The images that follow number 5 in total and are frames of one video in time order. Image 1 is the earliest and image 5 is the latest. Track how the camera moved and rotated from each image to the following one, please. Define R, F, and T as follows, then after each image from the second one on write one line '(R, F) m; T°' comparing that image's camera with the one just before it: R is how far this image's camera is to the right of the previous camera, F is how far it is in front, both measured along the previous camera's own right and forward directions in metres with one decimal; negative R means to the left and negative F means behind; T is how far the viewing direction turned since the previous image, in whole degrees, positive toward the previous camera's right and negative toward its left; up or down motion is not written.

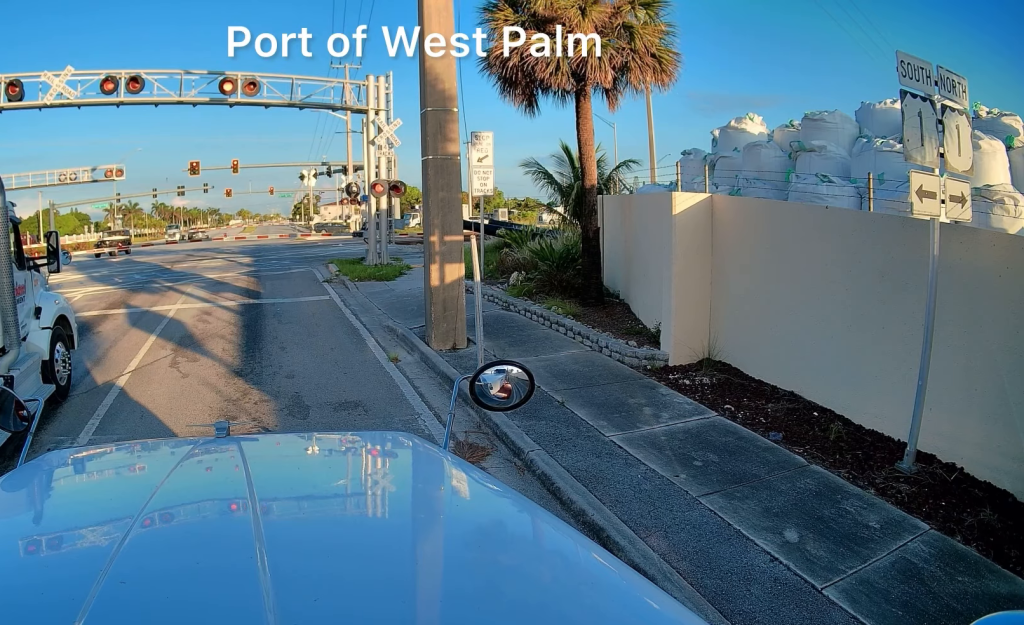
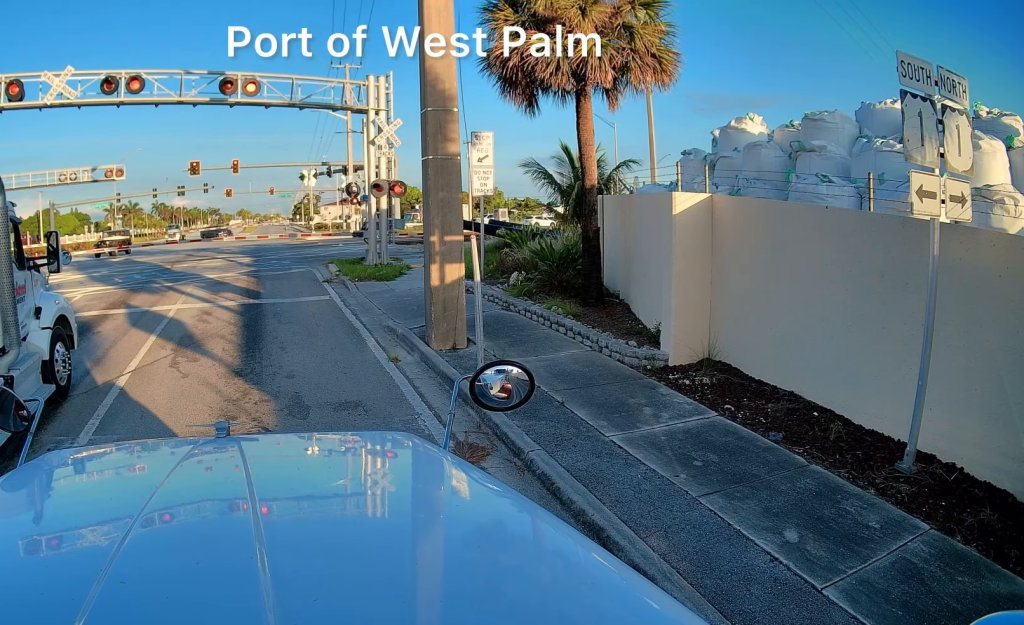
(0.0, 0.0) m; 0°
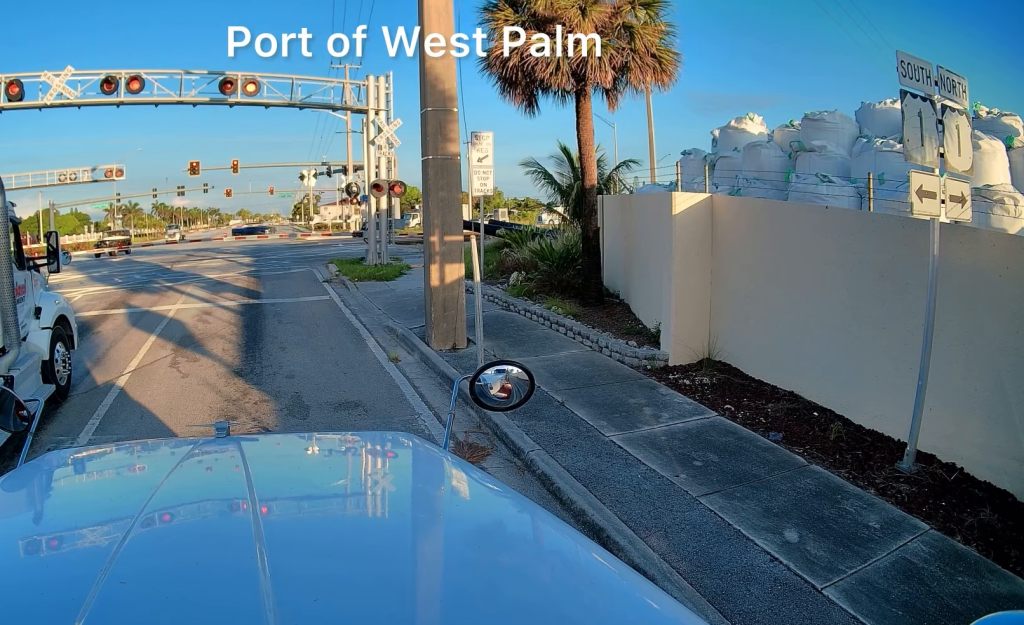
(0.0, 0.0) m; 0°
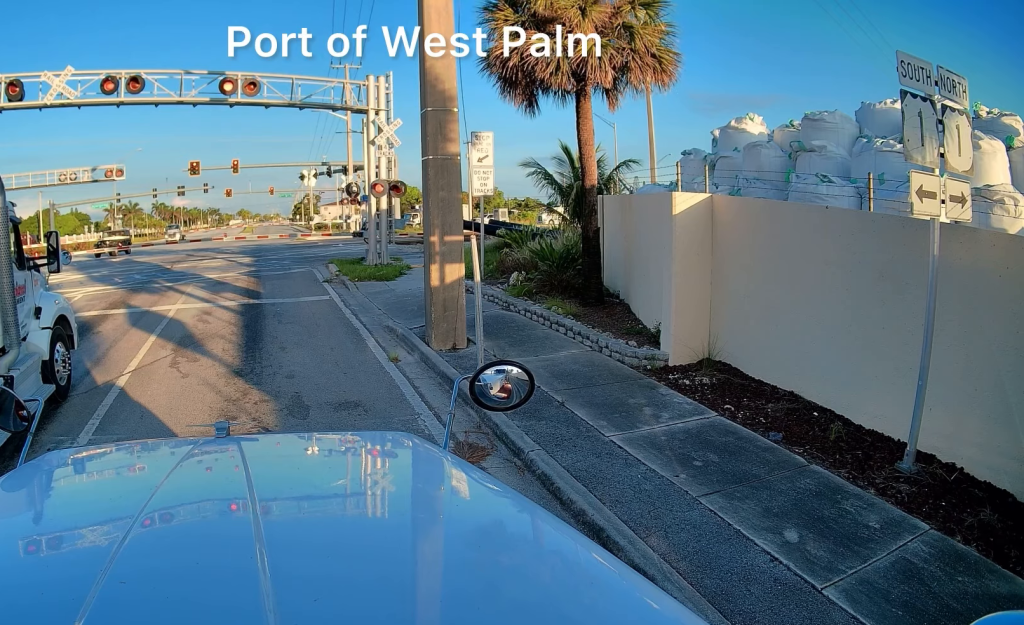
(0.0, 0.0) m; 0°
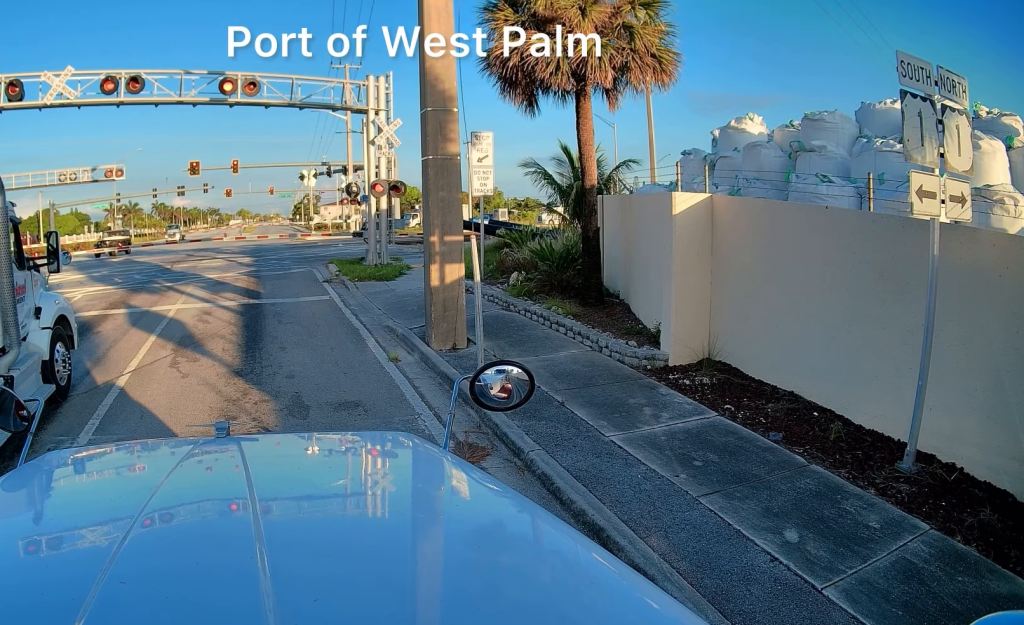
(0.0, 0.0) m; 0°
